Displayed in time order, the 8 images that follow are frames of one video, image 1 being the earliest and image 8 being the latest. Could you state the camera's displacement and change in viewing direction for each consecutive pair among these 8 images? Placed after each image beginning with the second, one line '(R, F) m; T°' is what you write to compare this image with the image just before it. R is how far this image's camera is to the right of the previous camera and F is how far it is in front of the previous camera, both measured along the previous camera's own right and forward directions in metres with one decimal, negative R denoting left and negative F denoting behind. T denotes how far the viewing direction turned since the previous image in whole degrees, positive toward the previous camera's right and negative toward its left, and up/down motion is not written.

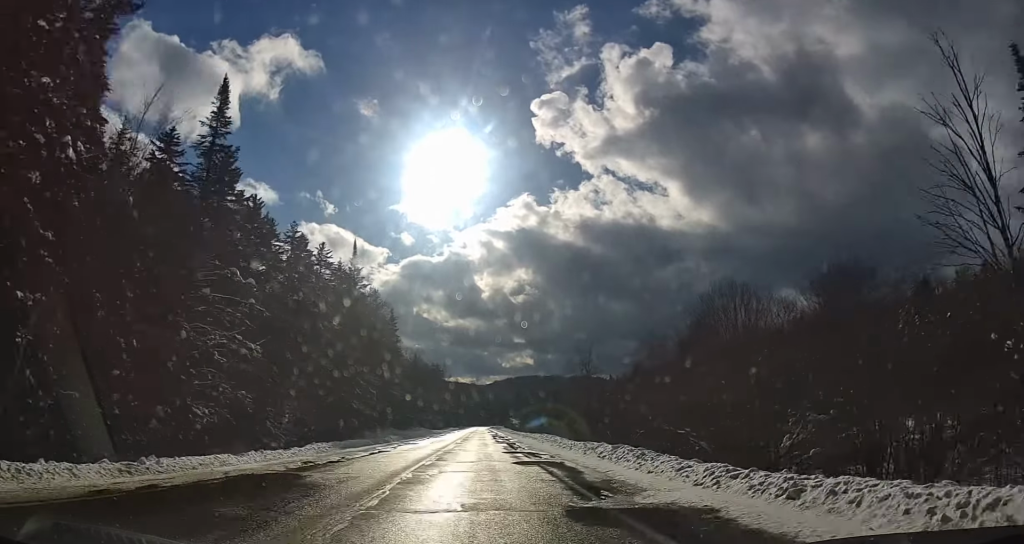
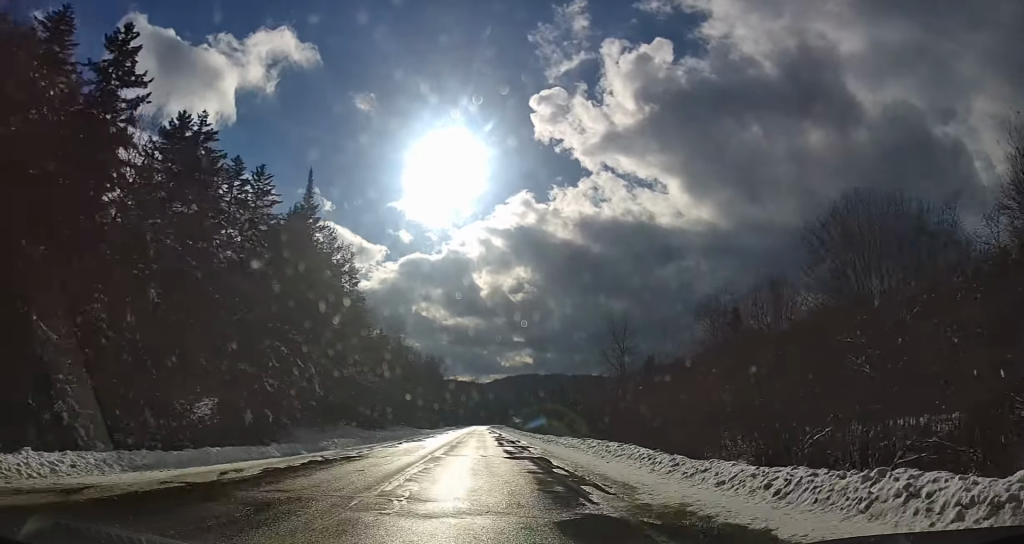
(+0.2, +18.9) m; 0°
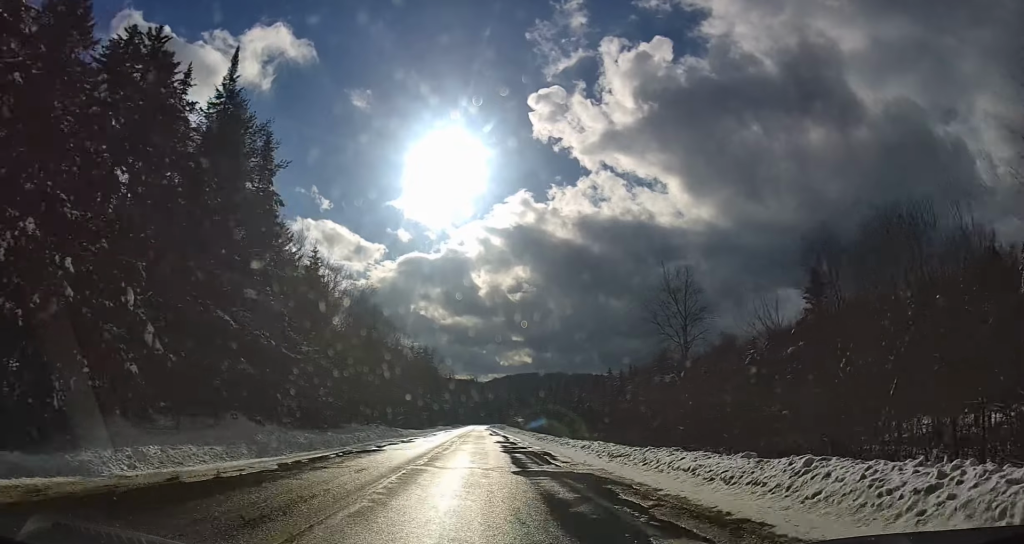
(+0.3, +18.0) m; -2°
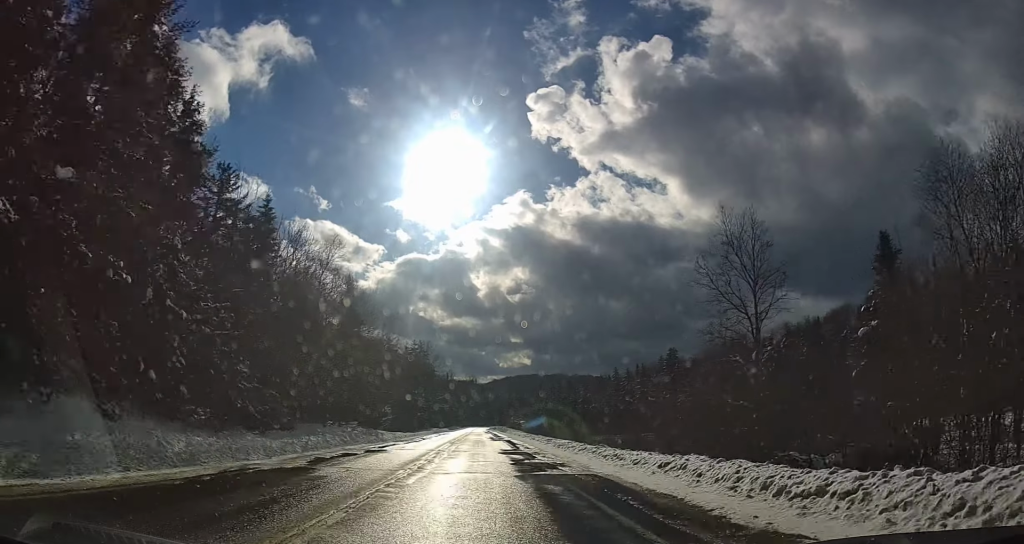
(-0.3, +10.8) m; 0°
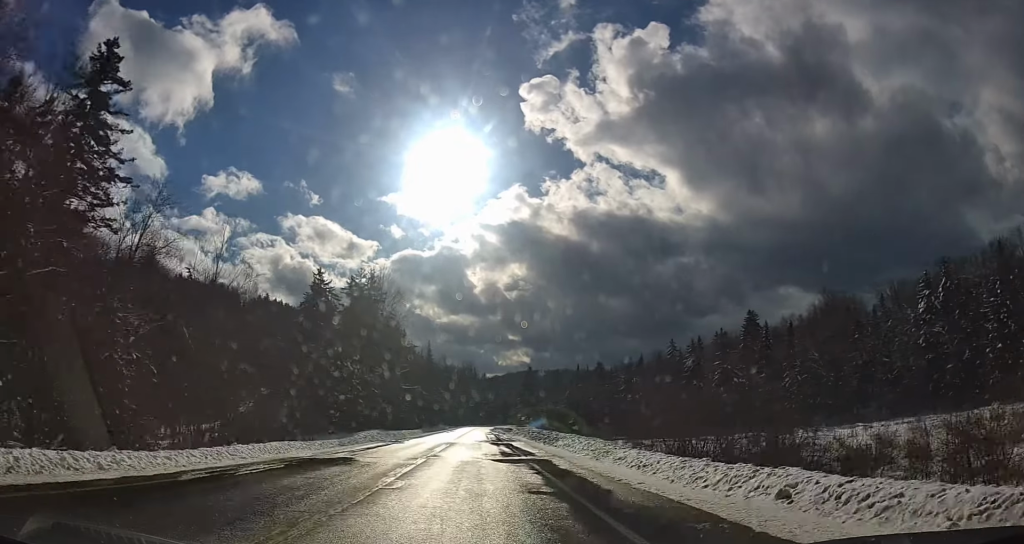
(+0.6, +63.0) m; +1°
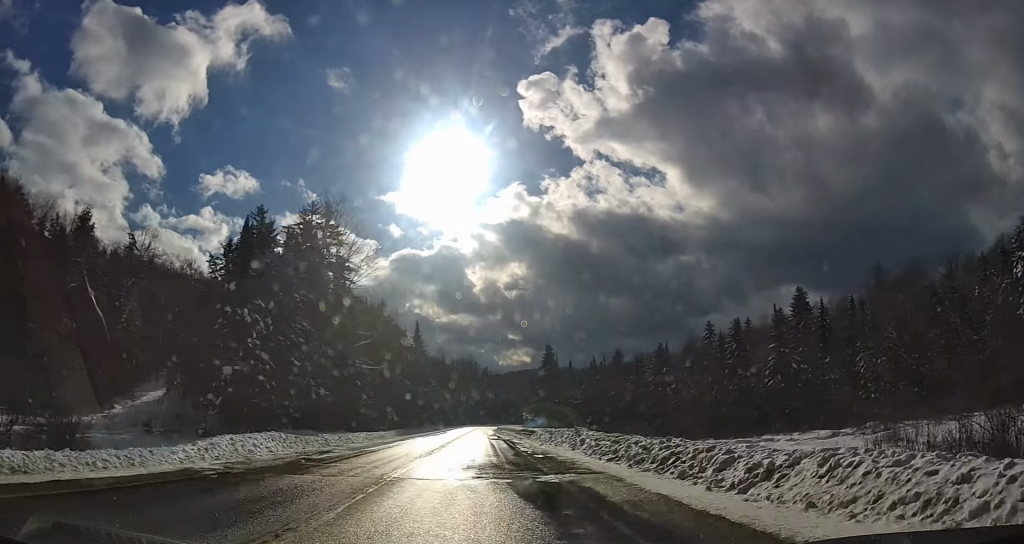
(-0.2, +24.1) m; 0°
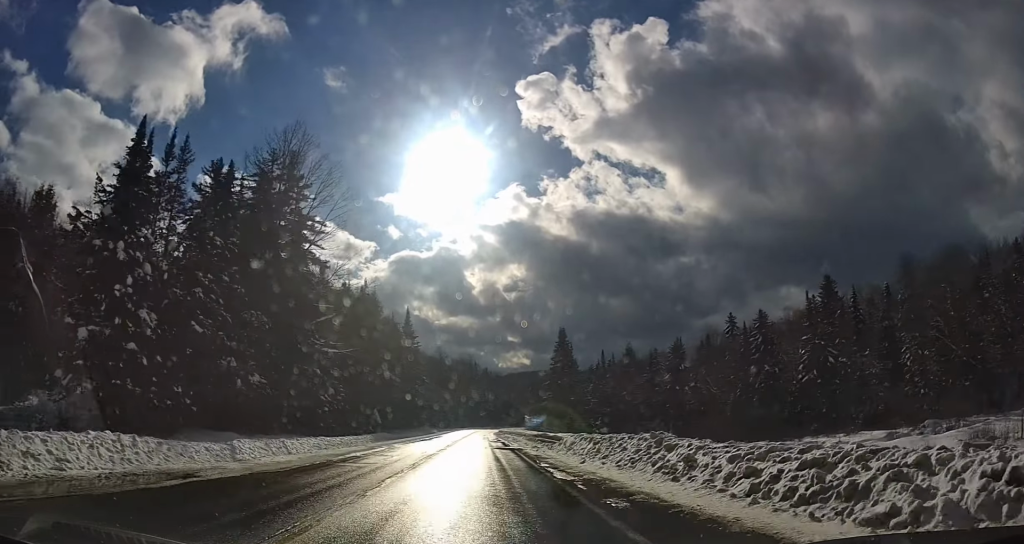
(0.0, +11.6) m; 0°
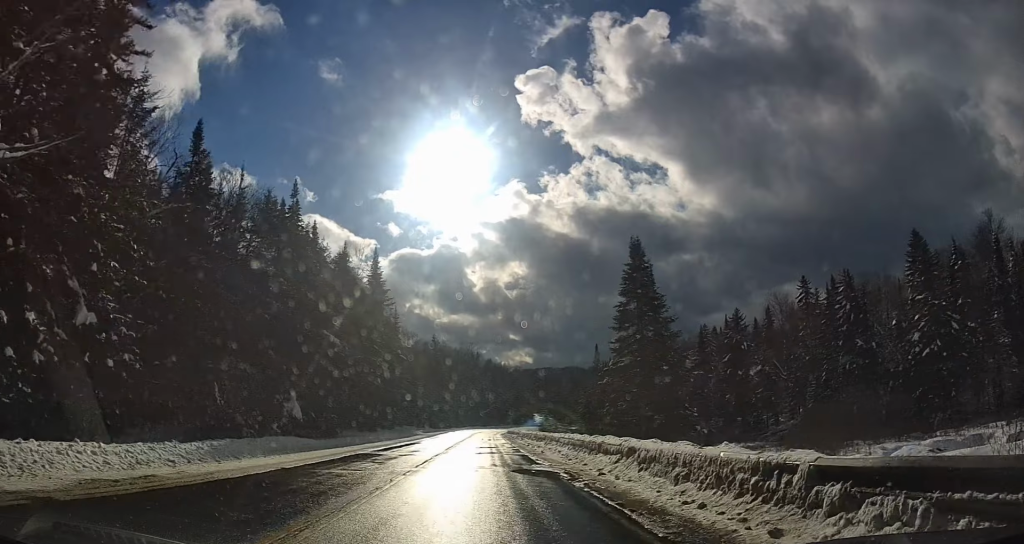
(0.0, +27.4) m; 0°
